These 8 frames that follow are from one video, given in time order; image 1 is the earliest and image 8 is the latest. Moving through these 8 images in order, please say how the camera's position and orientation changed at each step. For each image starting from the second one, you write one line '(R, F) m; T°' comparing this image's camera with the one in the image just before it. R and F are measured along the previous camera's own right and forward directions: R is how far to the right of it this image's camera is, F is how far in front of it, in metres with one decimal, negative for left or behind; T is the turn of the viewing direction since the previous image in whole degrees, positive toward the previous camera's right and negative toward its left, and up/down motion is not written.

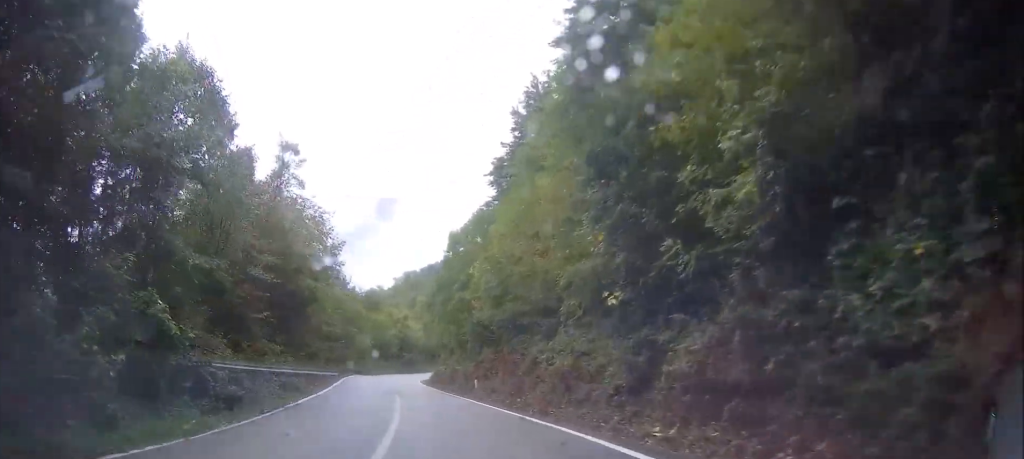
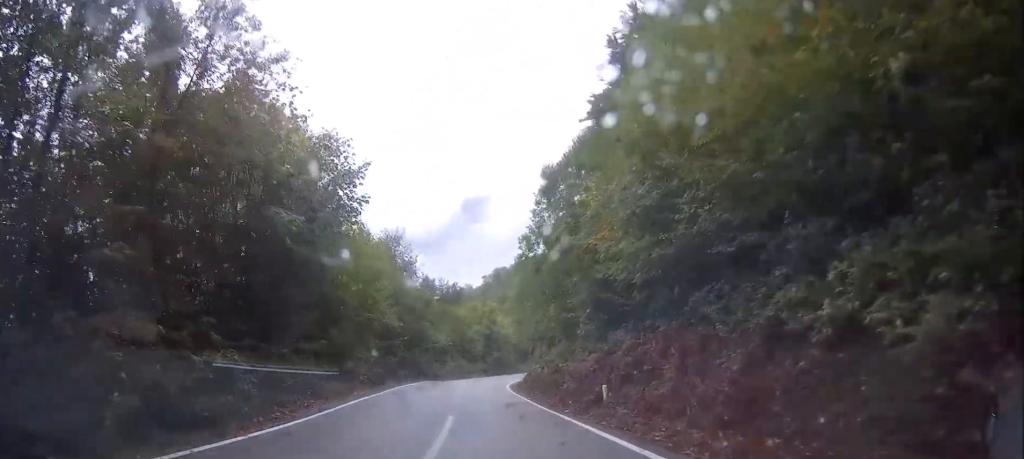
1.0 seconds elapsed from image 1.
(-1.6, +15.4) m; -8°
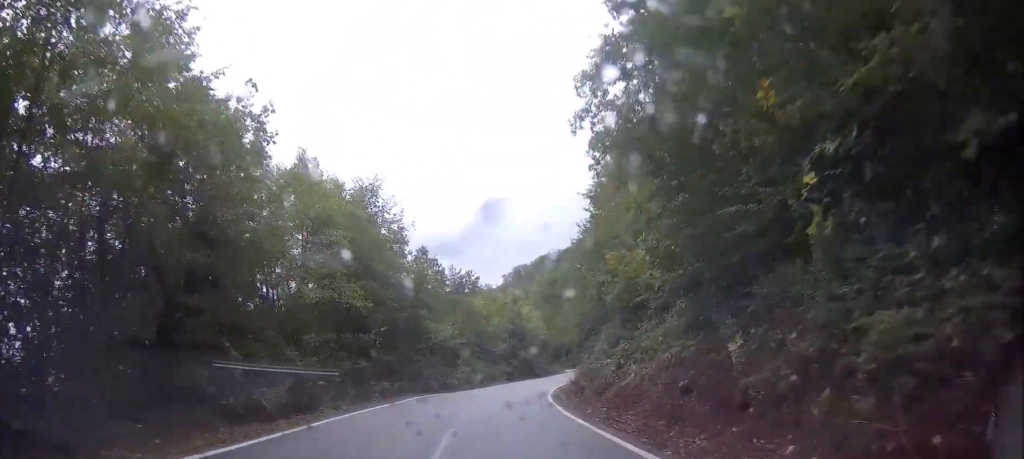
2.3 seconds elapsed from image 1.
(-0.5, +18.6) m; -1°
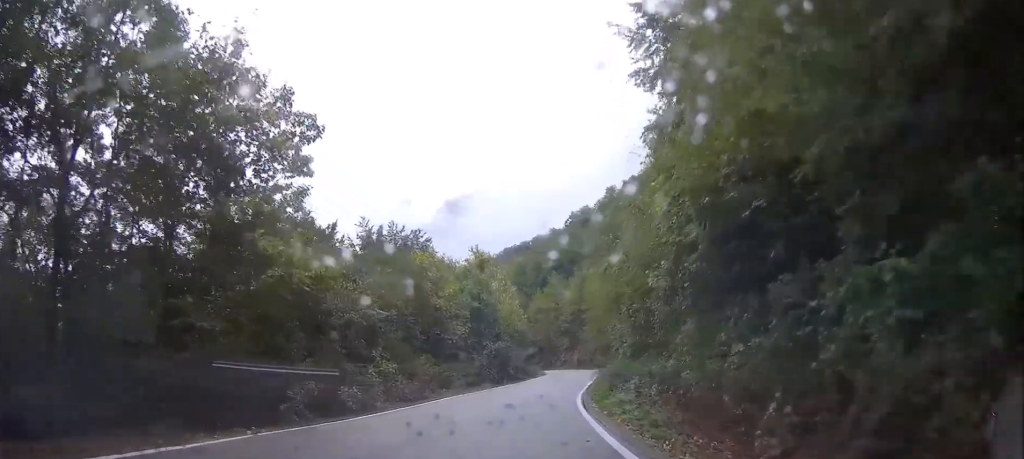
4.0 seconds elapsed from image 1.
(+1.2, +25.8) m; +7°
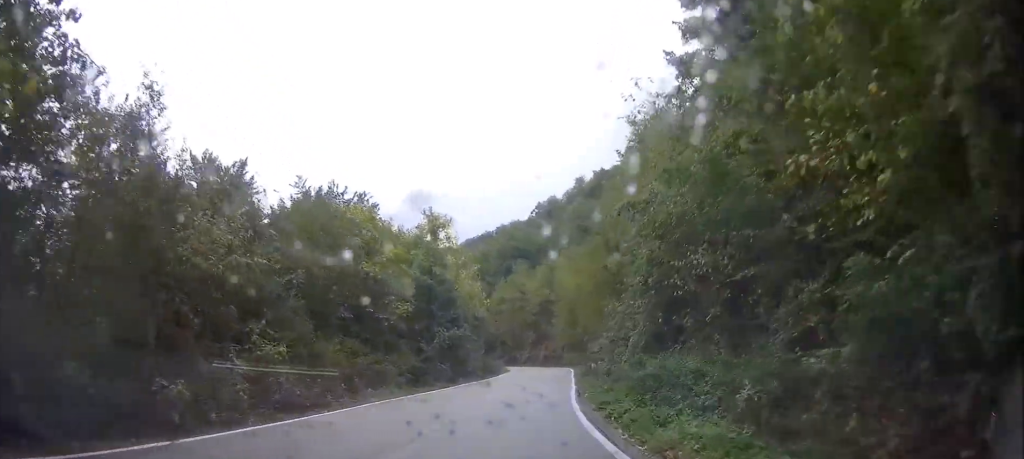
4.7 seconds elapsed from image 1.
(+0.4, +10.6) m; +4°
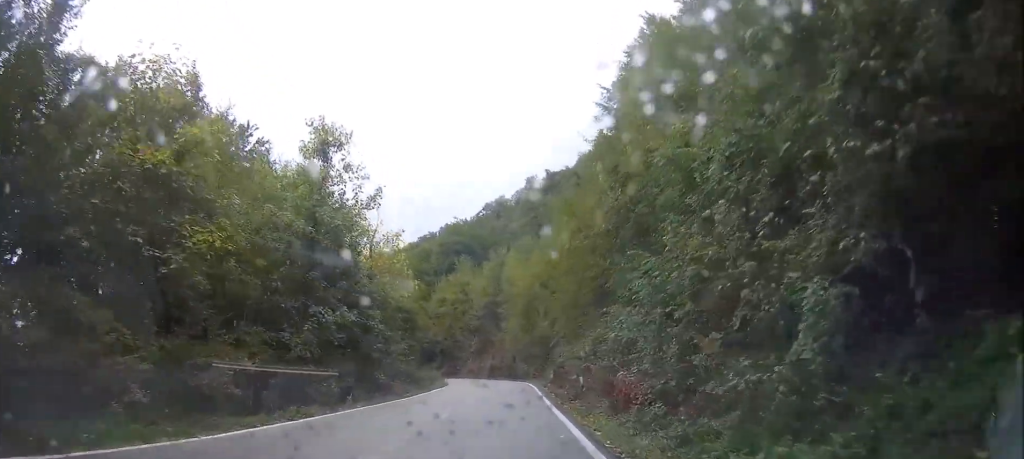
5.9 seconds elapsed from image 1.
(+0.8, +16.0) m; +5°
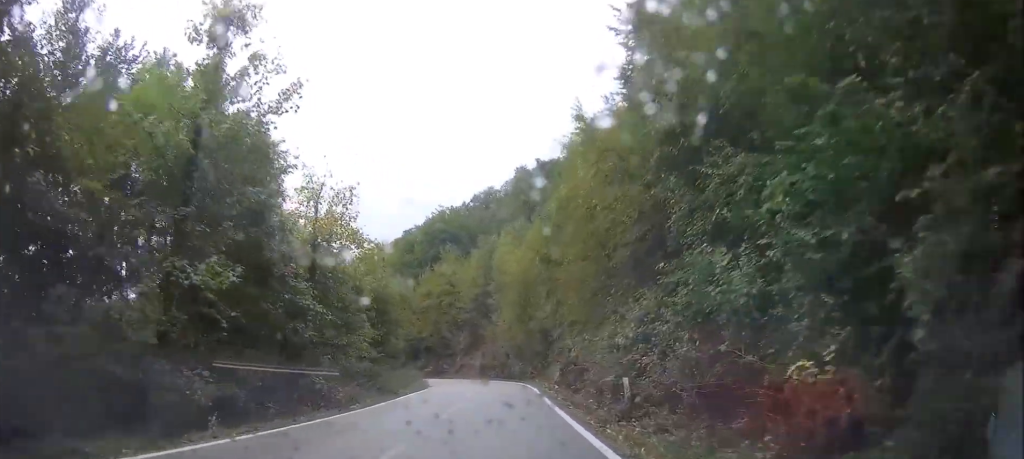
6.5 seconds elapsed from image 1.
(+0.2, +8.9) m; +2°
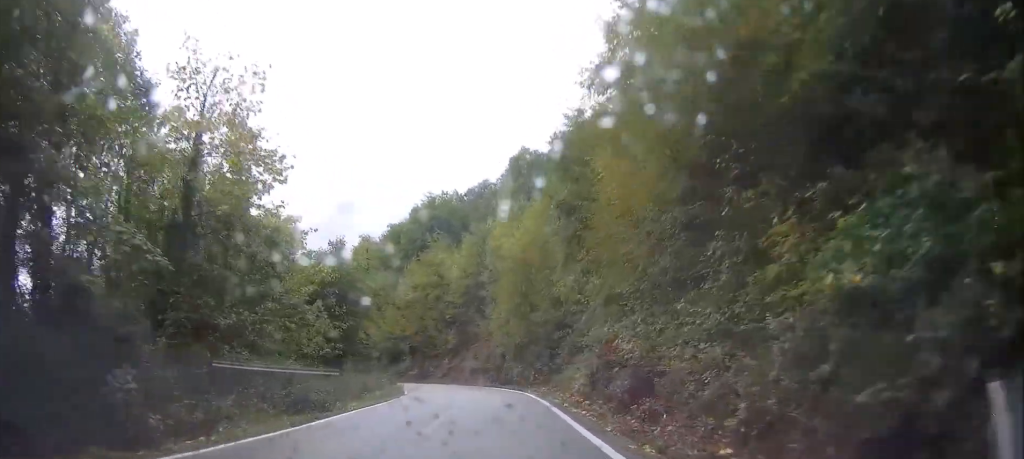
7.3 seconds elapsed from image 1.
(+0.1, +10.1) m; +1°
